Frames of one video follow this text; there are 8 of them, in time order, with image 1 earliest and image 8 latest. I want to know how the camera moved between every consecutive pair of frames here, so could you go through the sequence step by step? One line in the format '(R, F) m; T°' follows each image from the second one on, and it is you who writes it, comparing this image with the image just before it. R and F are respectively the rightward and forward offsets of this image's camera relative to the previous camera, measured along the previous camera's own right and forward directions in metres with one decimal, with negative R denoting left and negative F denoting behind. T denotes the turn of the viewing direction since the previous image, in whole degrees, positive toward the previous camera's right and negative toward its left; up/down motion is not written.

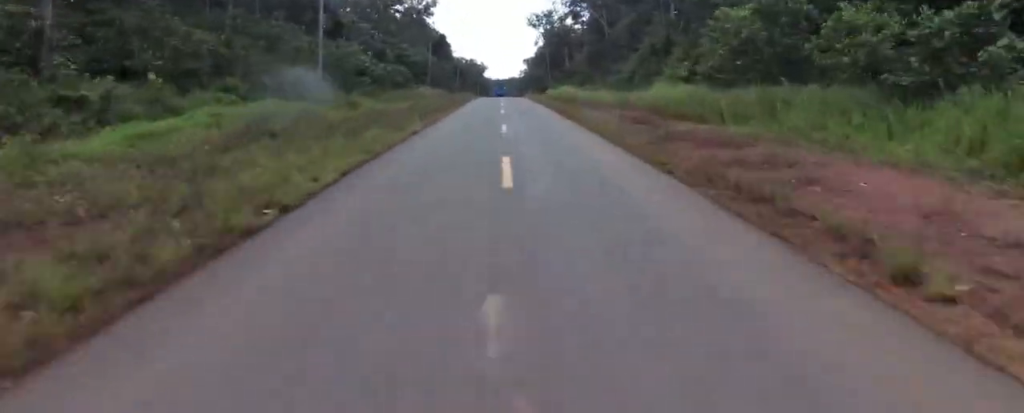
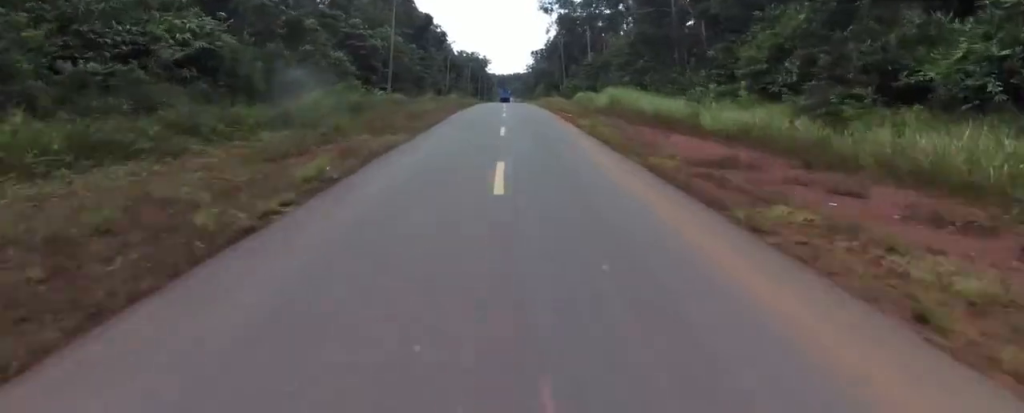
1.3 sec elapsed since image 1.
(+0.1, +31.9) m; 0°
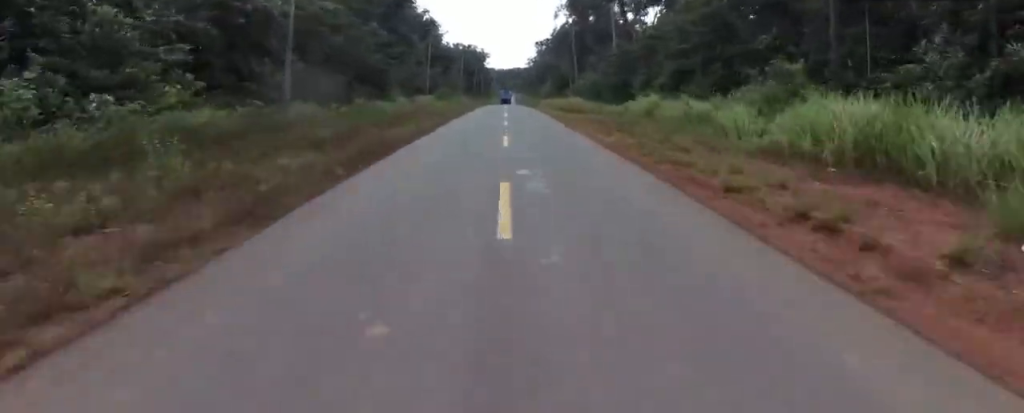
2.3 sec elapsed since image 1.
(0.0, +26.0) m; -2°
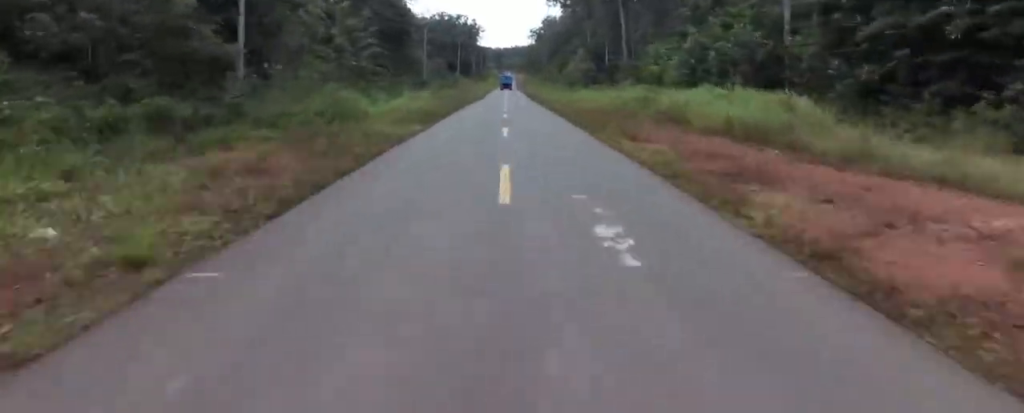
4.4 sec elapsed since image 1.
(-0.4, +54.4) m; 0°
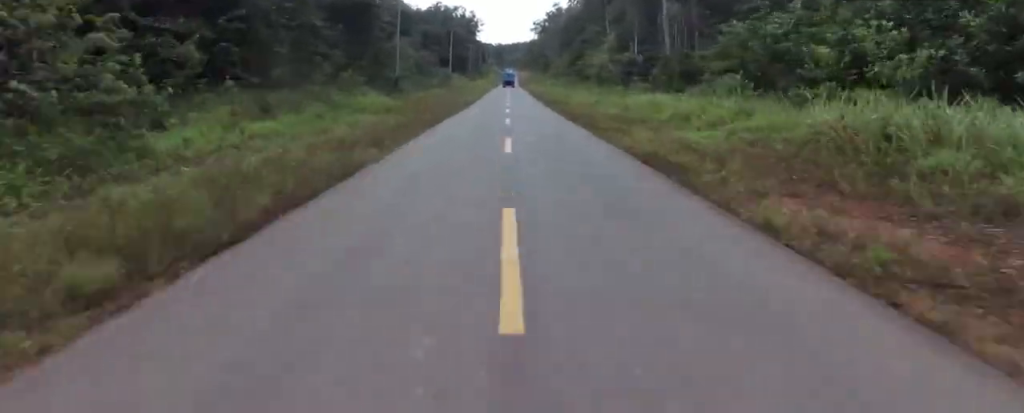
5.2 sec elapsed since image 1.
(-0.8, +19.5) m; 0°
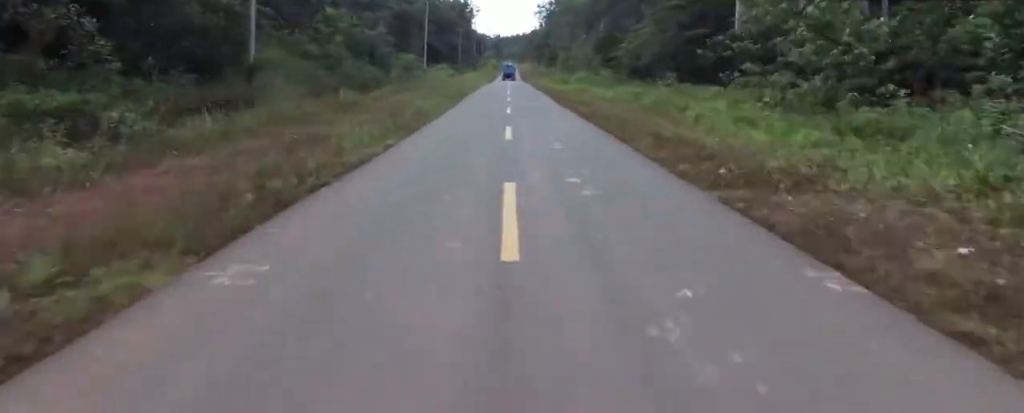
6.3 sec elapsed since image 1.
(+1.3, +31.6) m; +2°
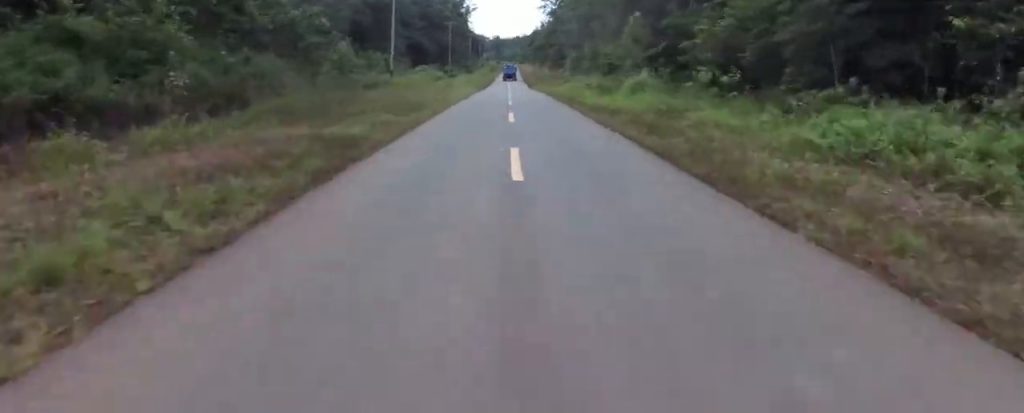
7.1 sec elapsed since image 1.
(-0.3, +21.6) m; -1°
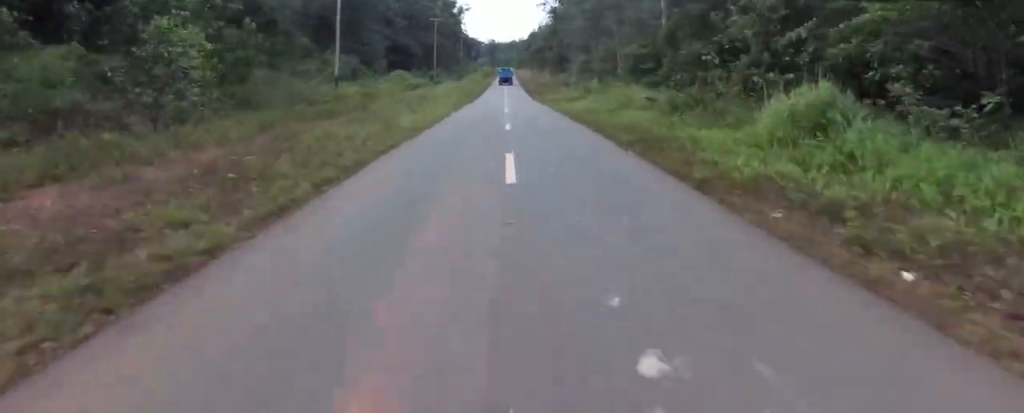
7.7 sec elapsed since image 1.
(0.0, +16.0) m; 0°
